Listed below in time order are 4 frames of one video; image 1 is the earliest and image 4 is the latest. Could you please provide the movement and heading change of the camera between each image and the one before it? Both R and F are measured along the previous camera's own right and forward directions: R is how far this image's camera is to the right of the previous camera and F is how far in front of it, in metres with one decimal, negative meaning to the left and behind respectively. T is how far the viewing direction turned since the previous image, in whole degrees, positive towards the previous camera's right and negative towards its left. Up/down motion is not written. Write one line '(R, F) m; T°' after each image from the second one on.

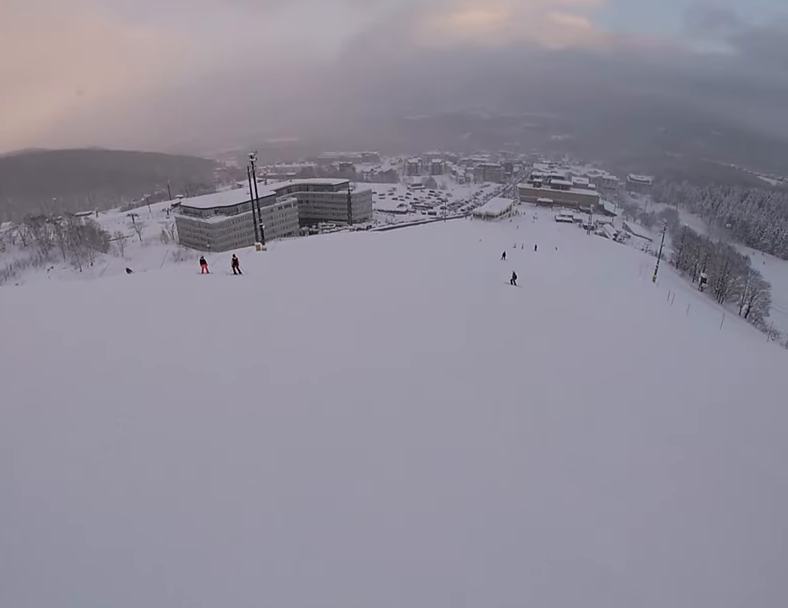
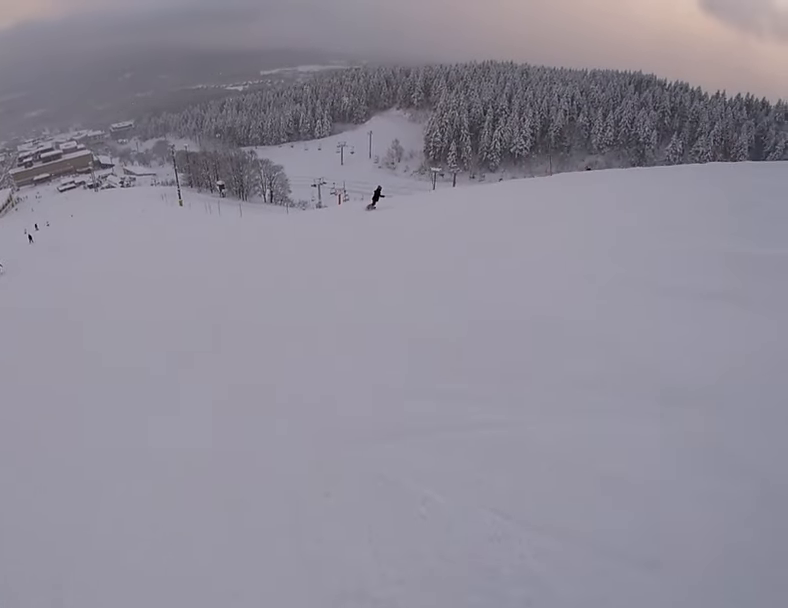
(+2.7, +8.3) m; +40°
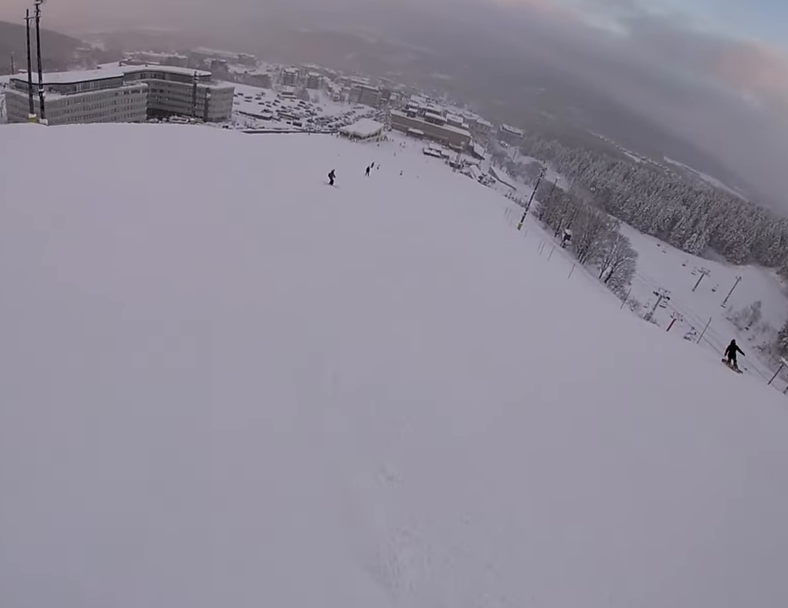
(0.0, +6.9) m; -12°
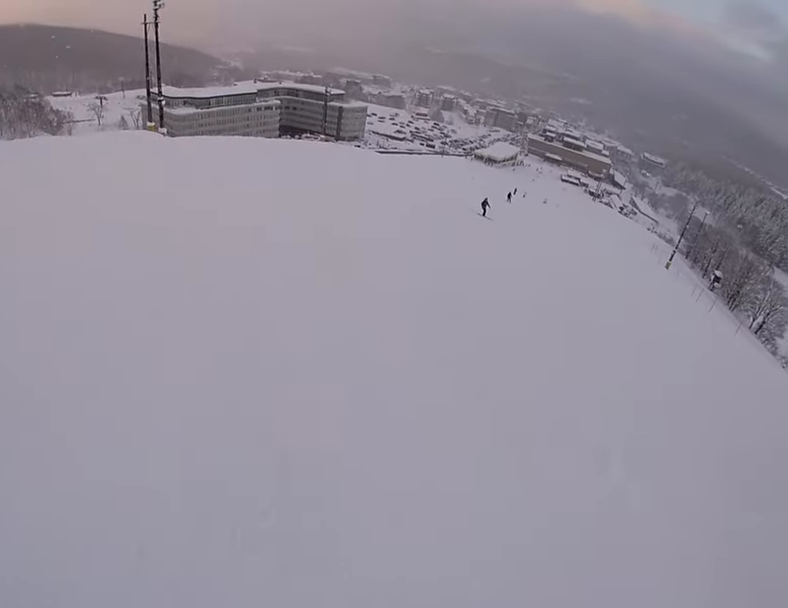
(-0.3, +4.5) m; -15°
